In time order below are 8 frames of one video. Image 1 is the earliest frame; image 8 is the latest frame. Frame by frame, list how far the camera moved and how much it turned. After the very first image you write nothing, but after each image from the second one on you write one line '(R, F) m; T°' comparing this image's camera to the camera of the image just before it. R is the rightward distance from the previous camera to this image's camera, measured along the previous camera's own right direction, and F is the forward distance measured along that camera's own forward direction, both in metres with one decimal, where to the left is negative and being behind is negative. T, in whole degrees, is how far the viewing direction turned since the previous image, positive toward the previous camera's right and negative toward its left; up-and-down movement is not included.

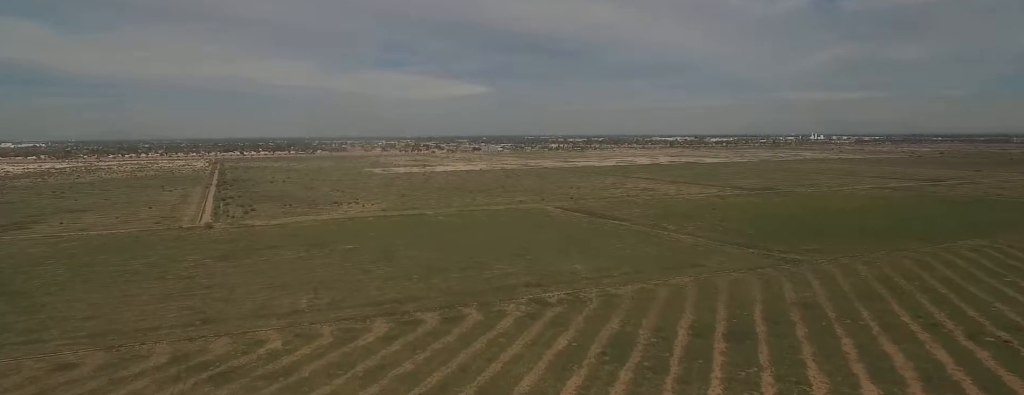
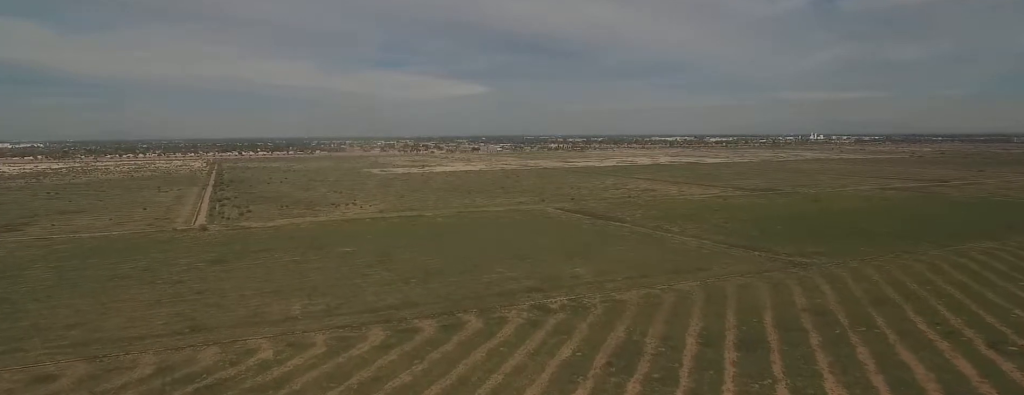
(0.0, +6.2) m; 0°
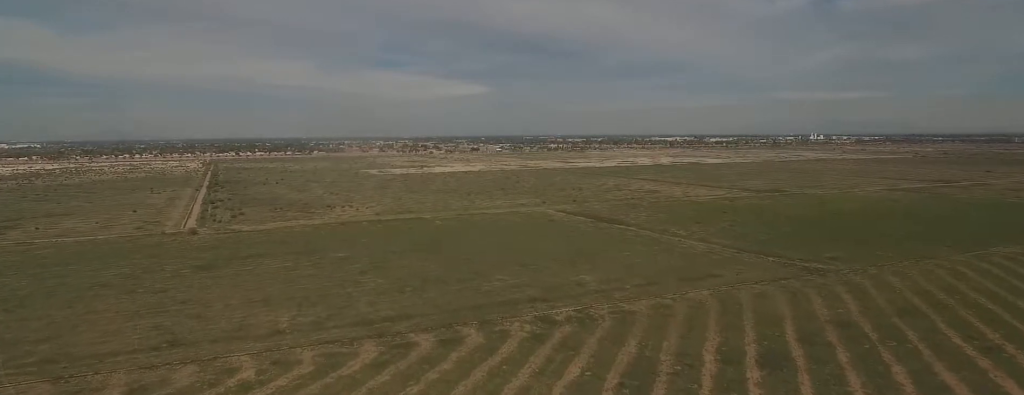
(0.0, +11.5) m; 0°
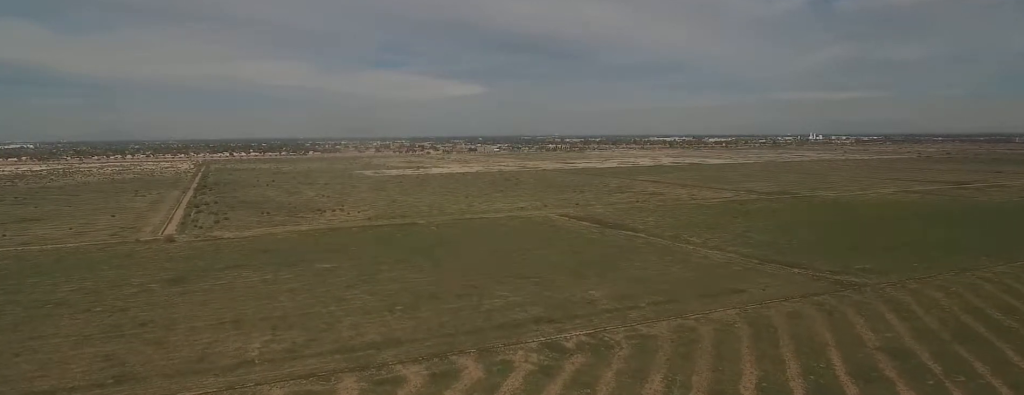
(0.0, +21.2) m; 0°
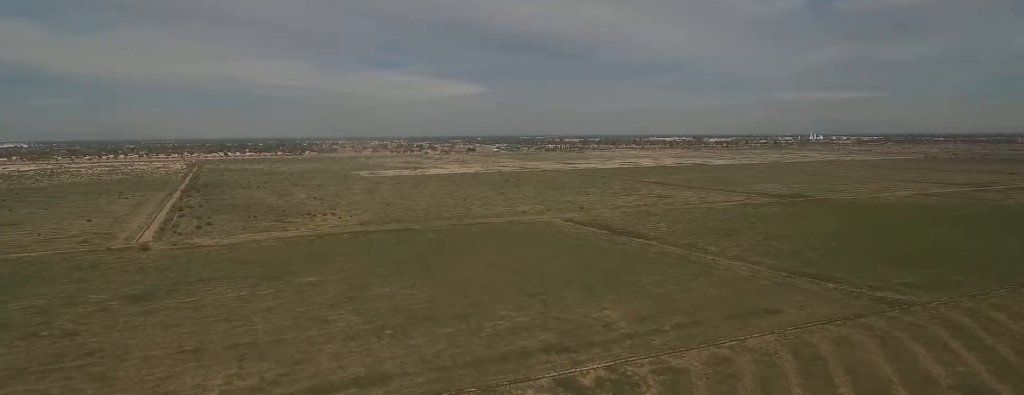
(+0.2, +22.5) m; +1°
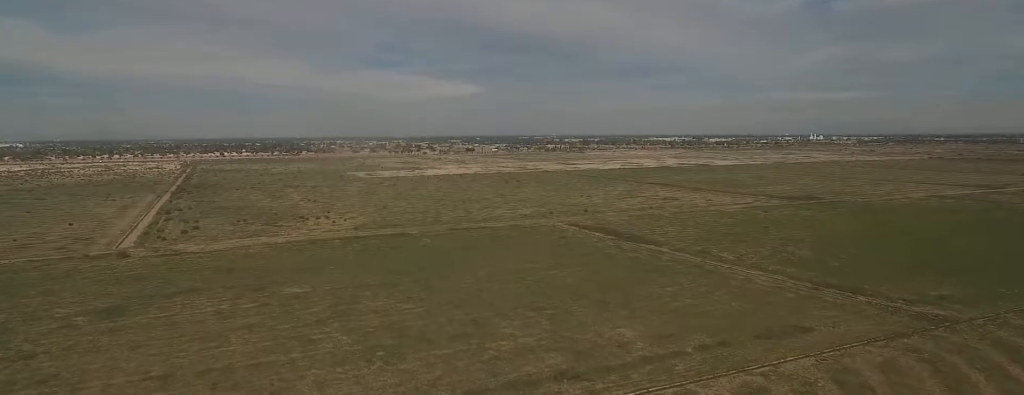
(+0.1, +16.0) m; +1°
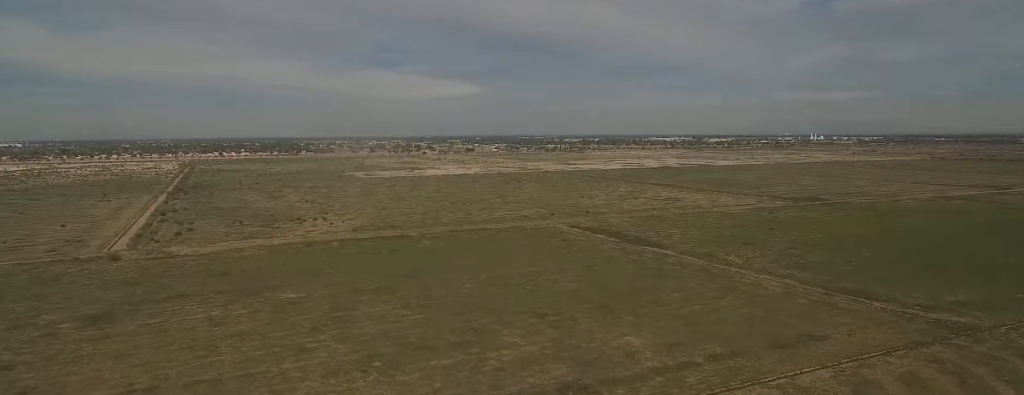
(0.0, +6.4) m; 0°
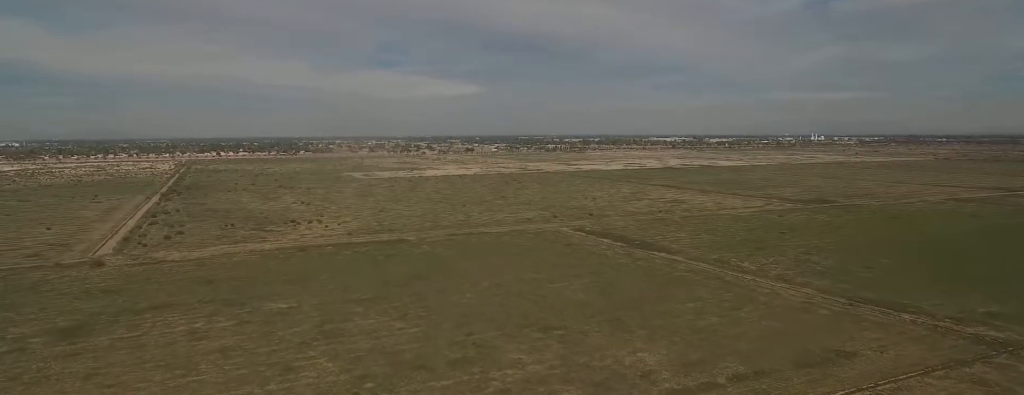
(+0.1, +11.3) m; 0°
